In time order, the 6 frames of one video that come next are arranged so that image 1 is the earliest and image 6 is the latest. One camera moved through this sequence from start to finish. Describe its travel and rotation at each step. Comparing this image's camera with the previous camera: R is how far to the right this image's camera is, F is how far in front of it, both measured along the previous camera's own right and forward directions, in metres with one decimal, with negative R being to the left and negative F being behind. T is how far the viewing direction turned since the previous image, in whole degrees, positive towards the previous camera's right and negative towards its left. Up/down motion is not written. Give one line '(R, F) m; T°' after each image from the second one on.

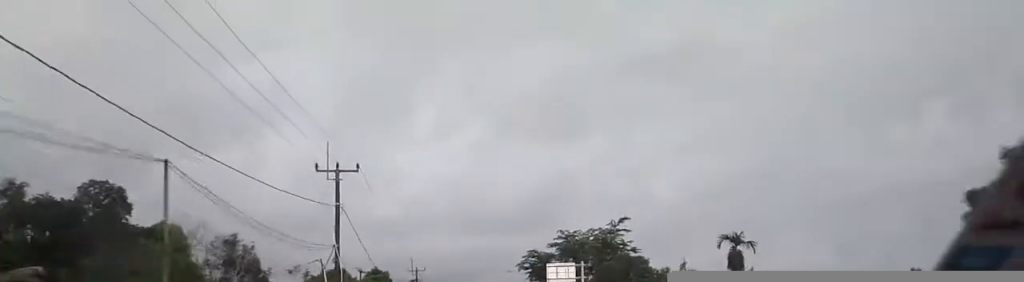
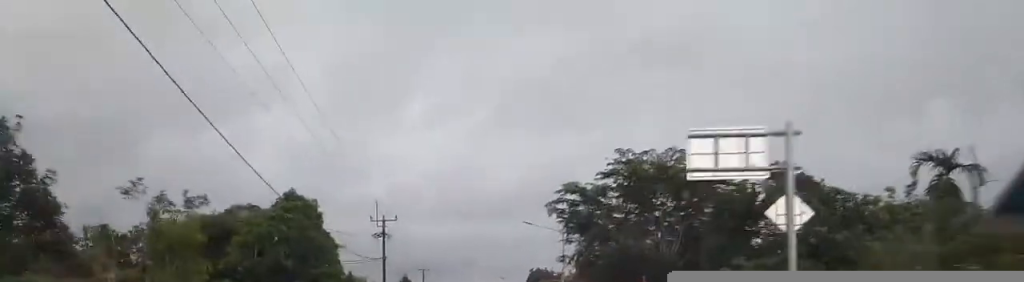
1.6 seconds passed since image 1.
(+0.6, +31.1) m; +2°
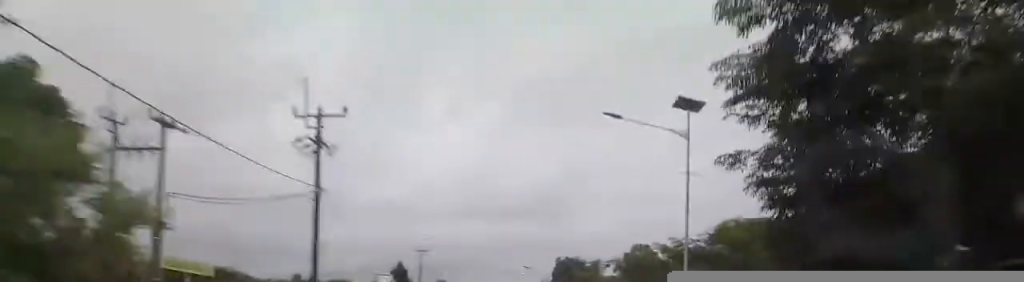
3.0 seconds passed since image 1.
(-0.2, +29.0) m; -1°
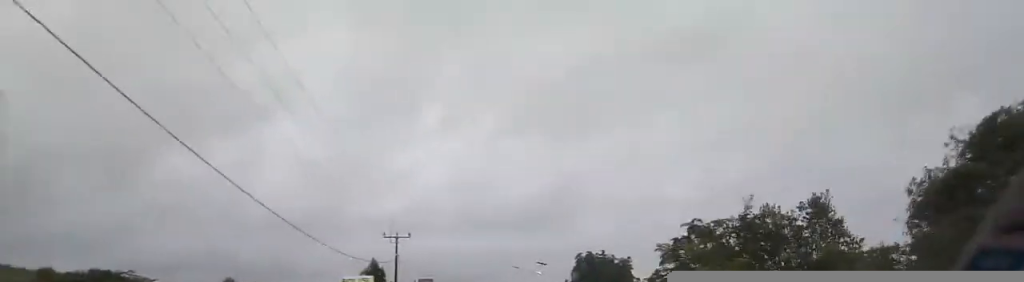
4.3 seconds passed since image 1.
(+0.1, +26.1) m; 0°
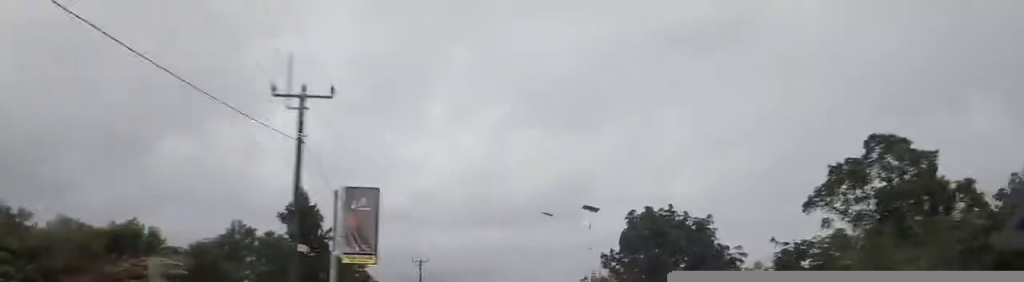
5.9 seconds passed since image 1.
(0.0, +32.8) m; 0°
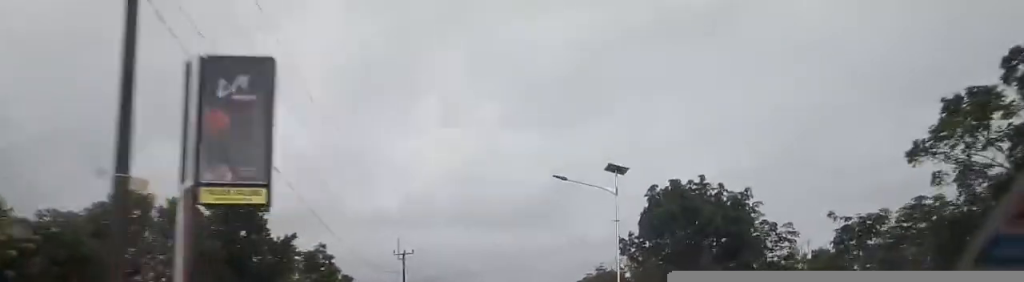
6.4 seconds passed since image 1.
(-0.1, +11.4) m; 0°
